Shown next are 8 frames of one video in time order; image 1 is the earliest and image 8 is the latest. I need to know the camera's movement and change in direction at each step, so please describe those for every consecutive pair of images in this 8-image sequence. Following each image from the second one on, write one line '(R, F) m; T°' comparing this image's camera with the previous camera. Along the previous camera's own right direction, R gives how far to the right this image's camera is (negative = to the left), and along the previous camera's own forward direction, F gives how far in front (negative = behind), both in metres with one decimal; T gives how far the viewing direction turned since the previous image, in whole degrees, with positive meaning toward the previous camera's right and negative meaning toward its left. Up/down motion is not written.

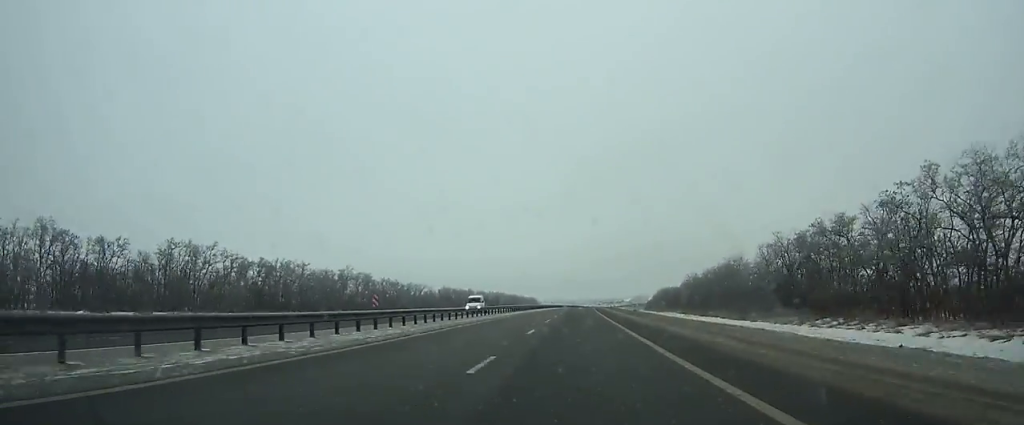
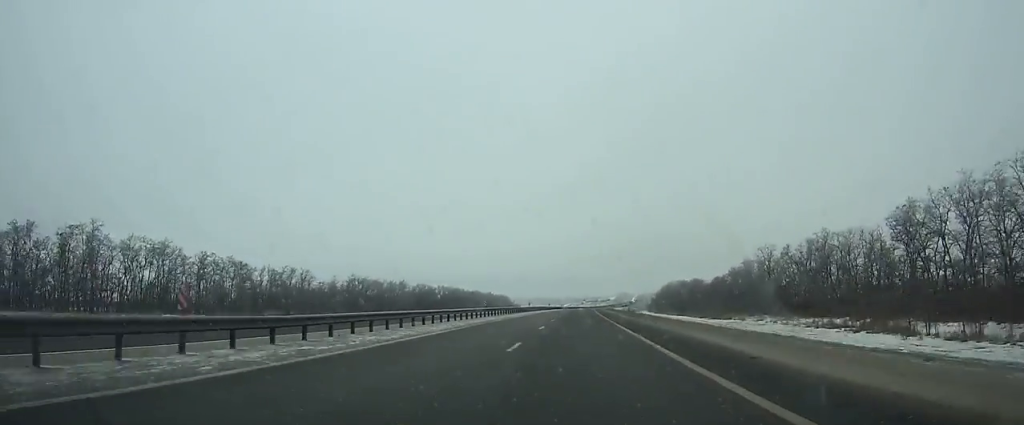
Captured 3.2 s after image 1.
(+1.4, +91.4) m; +2°
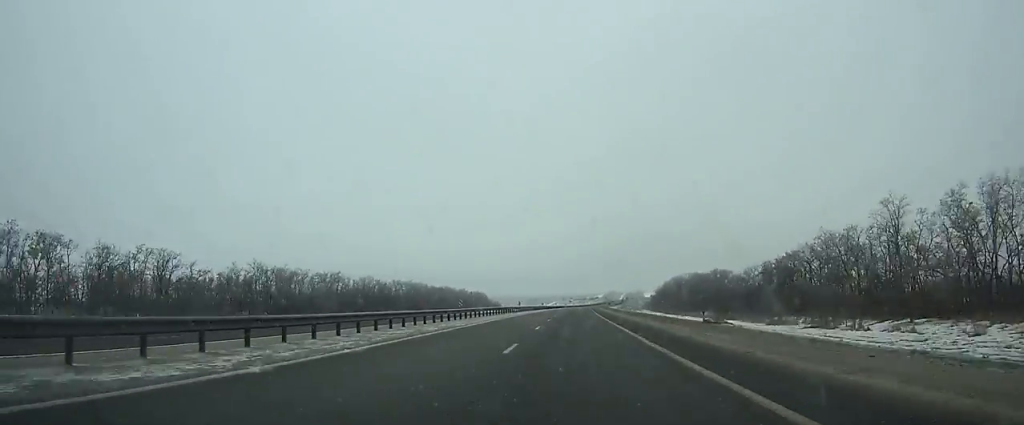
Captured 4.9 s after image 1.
(+0.3, +49.1) m; +1°
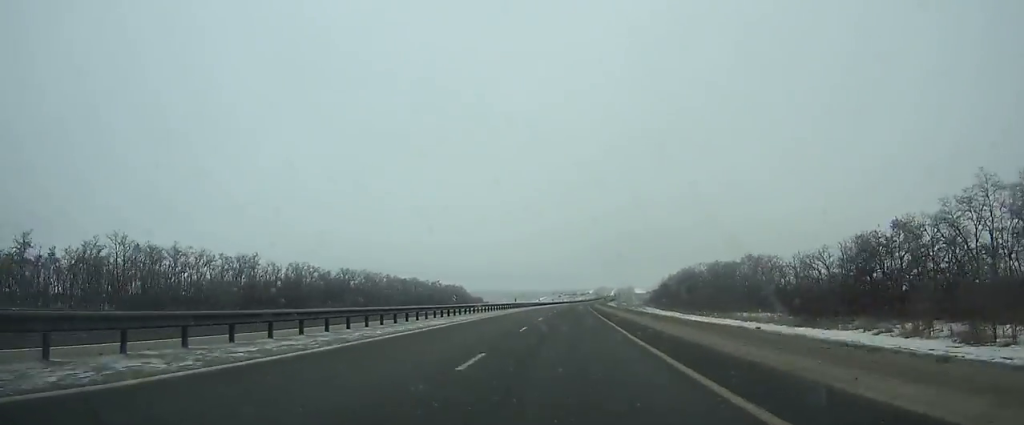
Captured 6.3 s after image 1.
(+0.4, +40.7) m; +1°
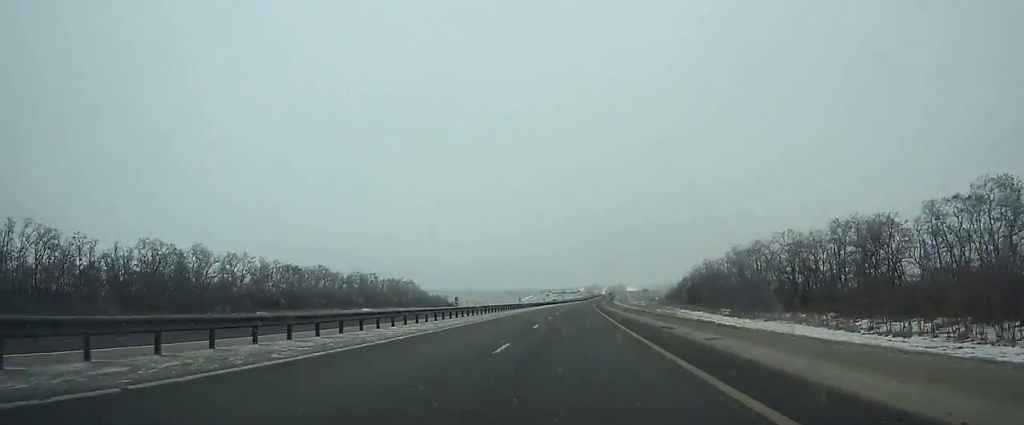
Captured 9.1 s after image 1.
(+1.1, +82.0) m; +2°
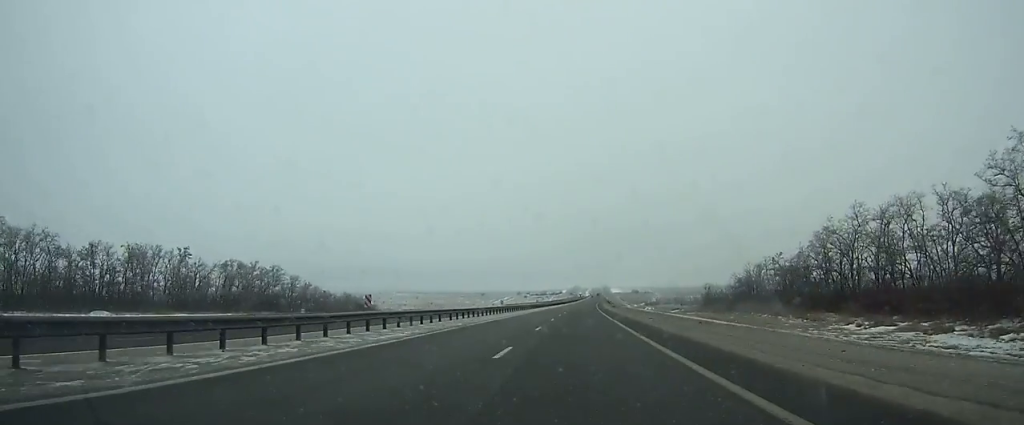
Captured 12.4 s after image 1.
(+1.5, +98.0) m; +2°
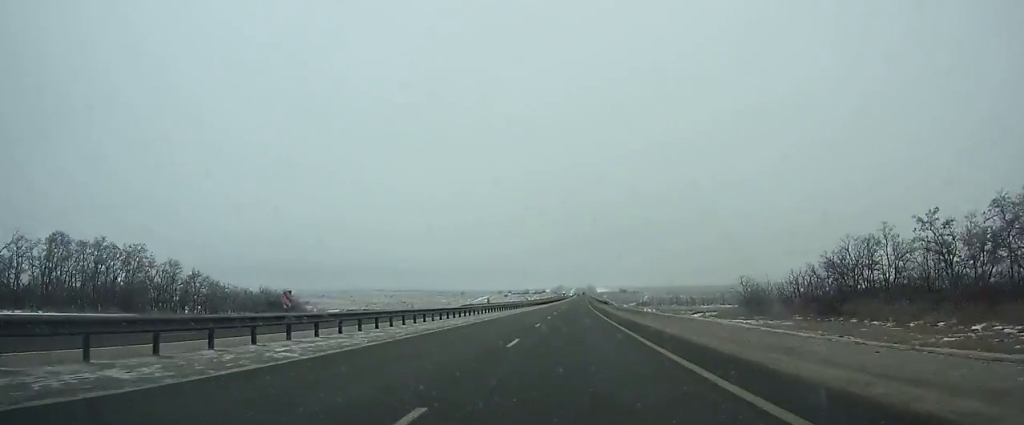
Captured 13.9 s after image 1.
(+0.3, +45.0) m; +1°
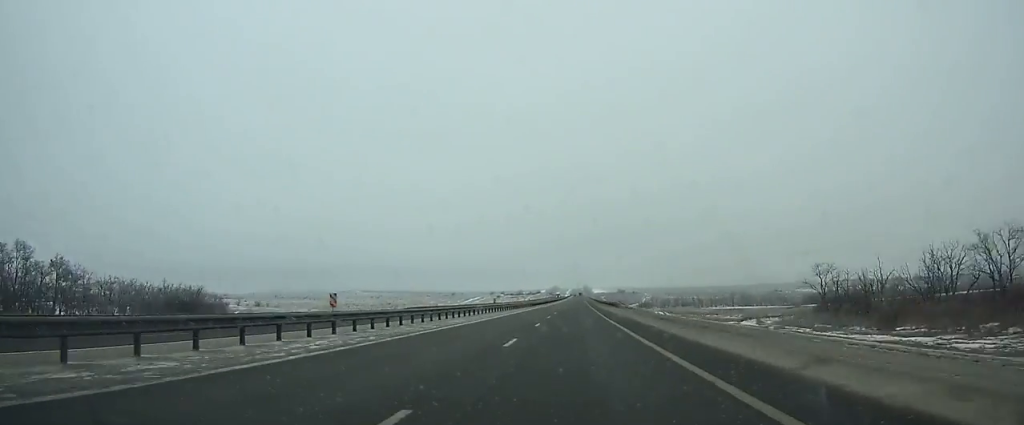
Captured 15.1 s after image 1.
(+0.2, +36.5) m; 0°
